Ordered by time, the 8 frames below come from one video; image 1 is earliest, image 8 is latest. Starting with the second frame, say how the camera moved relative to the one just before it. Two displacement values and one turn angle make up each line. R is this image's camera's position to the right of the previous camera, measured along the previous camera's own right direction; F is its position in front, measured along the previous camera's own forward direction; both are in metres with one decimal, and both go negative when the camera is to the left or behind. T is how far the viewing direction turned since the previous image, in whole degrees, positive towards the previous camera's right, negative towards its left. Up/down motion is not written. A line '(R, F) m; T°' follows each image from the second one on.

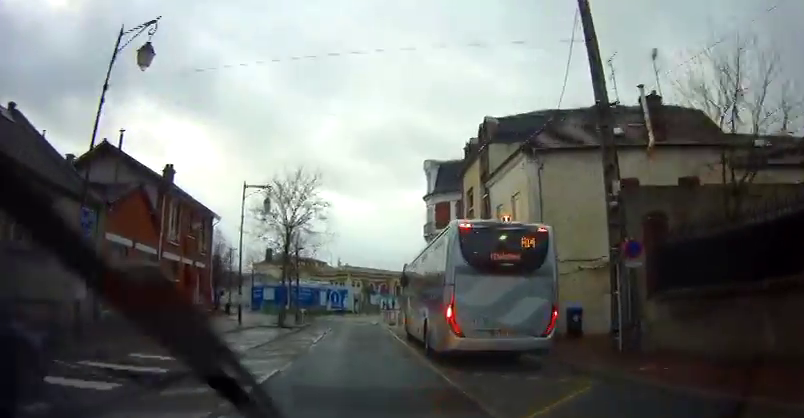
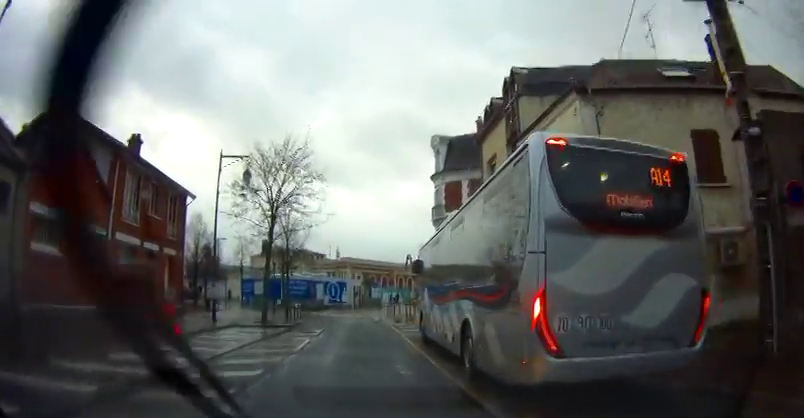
(+0.1, +5.2) m; 0°
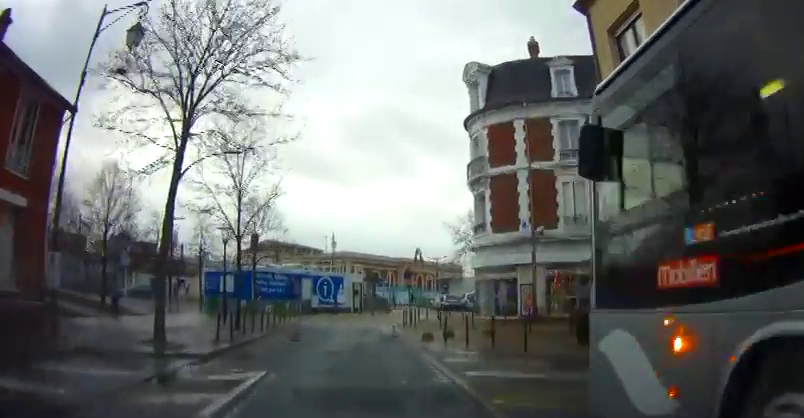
(-0.1, +13.2) m; 0°
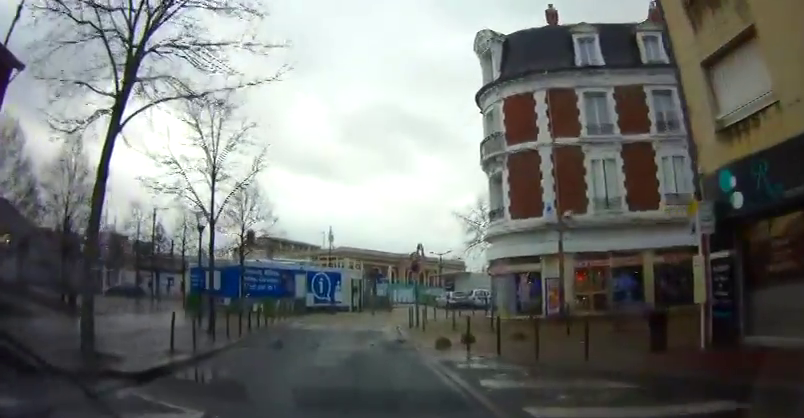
(-0.2, +3.6) m; 0°
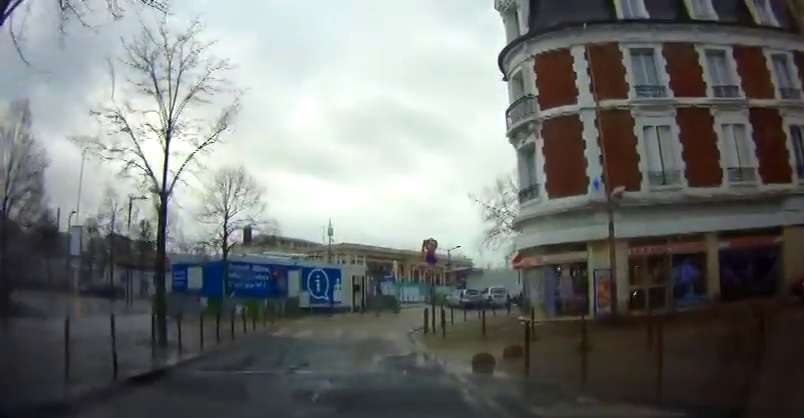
(+0.4, +4.5) m; 0°
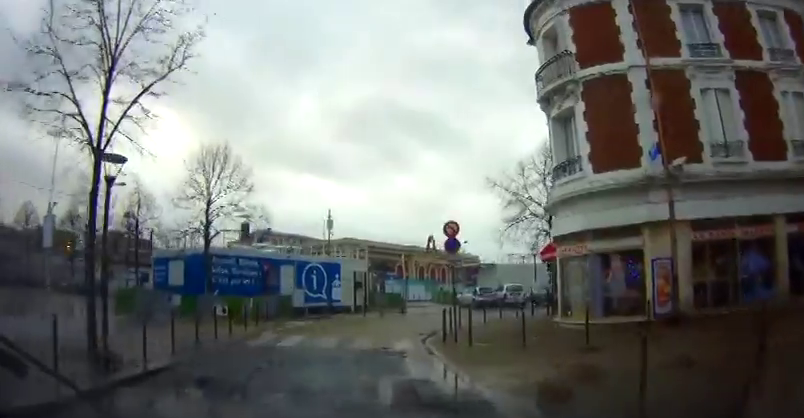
(-0.2, +3.7) m; 0°
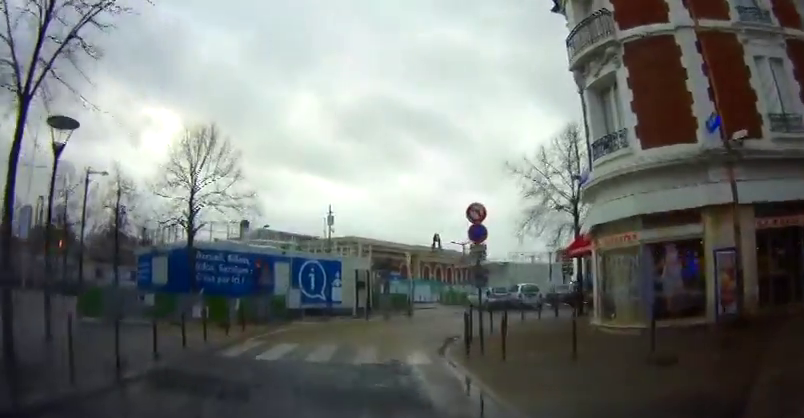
(-0.2, +2.9) m; 0°
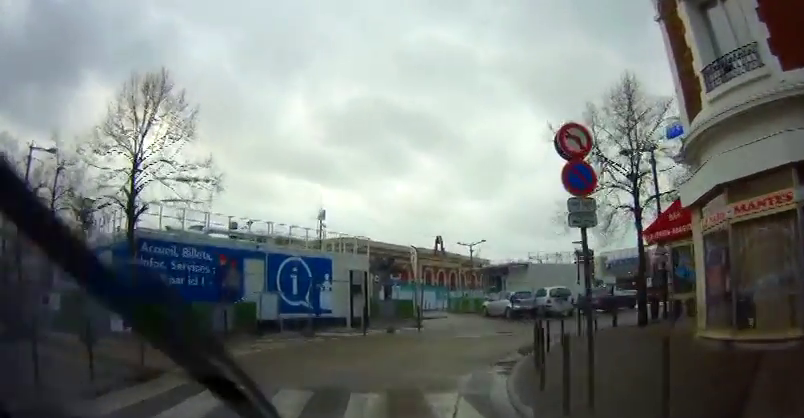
(+0.5, +5.8) m; +5°
